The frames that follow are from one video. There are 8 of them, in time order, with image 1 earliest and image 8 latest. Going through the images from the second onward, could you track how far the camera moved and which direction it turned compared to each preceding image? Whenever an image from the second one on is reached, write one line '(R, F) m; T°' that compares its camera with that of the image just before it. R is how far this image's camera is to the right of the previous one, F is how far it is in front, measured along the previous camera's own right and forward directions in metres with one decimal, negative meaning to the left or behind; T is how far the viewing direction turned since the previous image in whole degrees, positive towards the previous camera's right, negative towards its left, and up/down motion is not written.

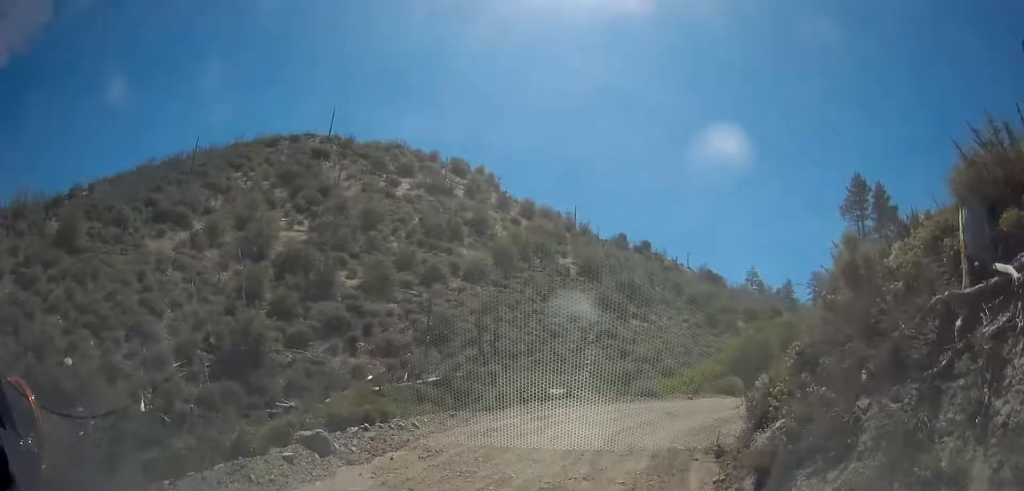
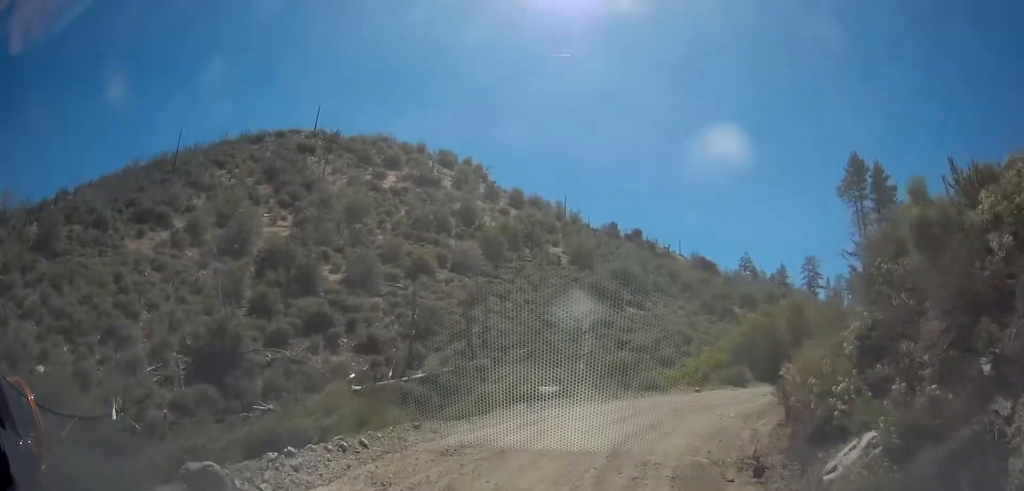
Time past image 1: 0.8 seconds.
(+0.1, +2.4) m; +3°
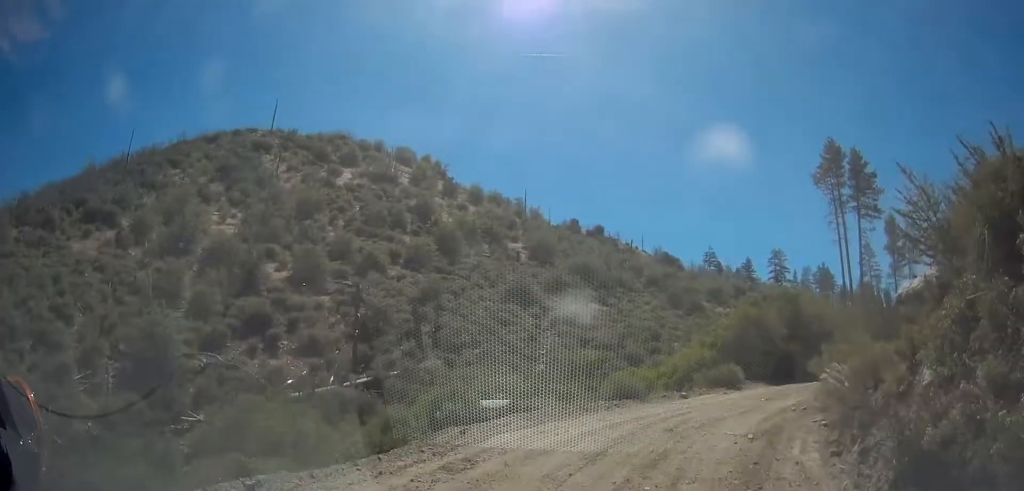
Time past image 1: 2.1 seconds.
(+0.1, +4.4) m; +3°
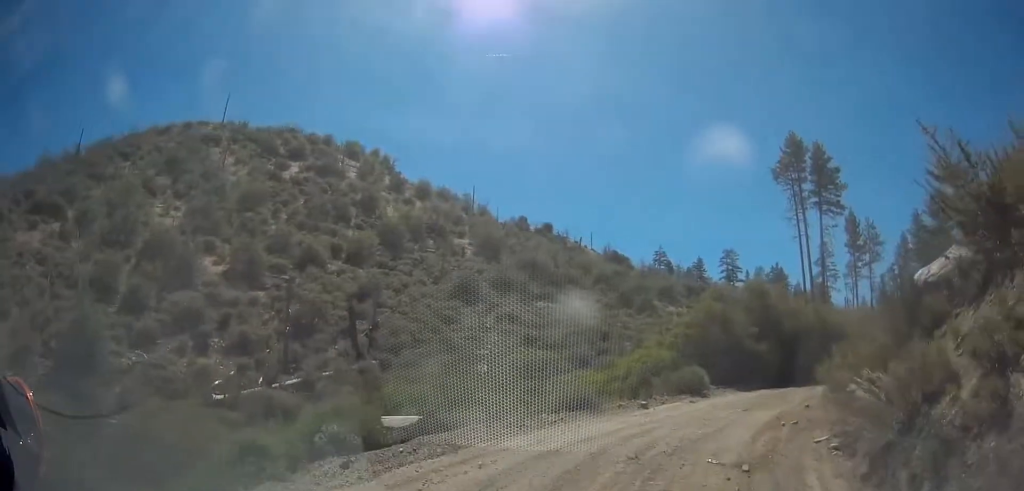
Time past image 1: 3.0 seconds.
(+0.1, +3.1) m; +7°
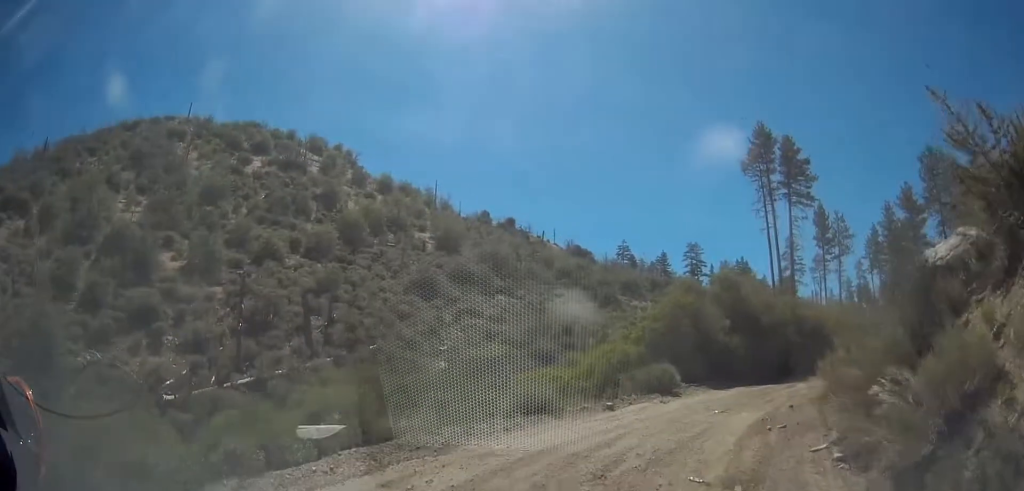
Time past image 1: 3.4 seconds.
(0.0, +1.7) m; +4°
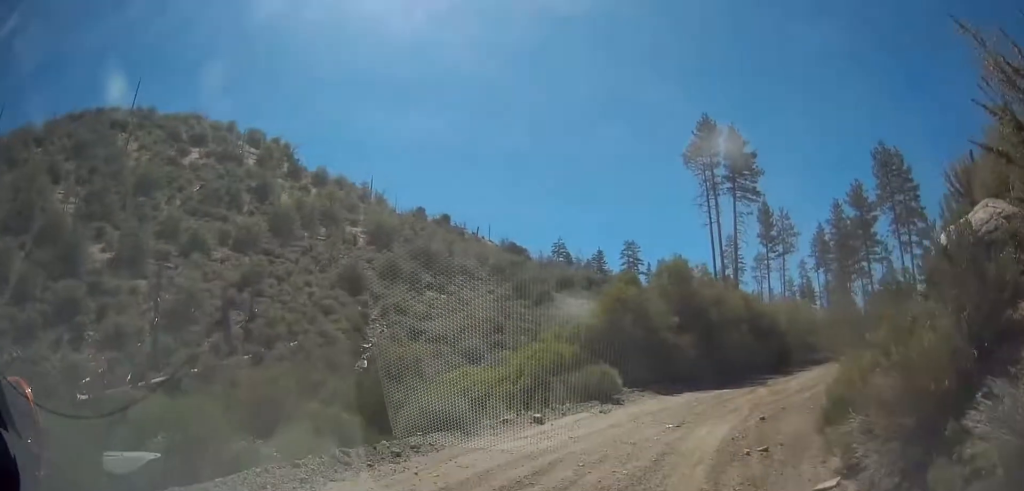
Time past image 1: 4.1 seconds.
(+0.3, +2.7) m; +8°
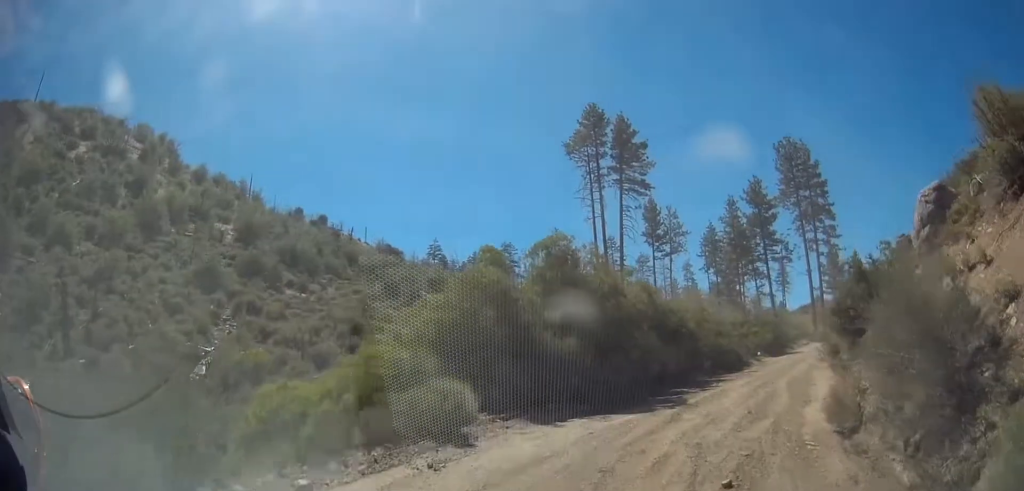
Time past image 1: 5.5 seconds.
(+0.5, +5.8) m; +10°
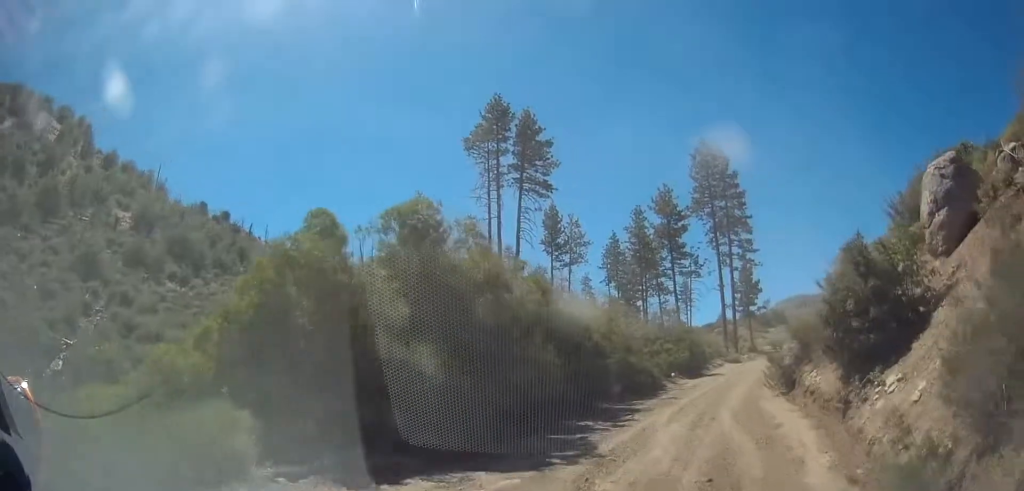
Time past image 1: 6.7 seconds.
(+0.5, +4.9) m; +10°
